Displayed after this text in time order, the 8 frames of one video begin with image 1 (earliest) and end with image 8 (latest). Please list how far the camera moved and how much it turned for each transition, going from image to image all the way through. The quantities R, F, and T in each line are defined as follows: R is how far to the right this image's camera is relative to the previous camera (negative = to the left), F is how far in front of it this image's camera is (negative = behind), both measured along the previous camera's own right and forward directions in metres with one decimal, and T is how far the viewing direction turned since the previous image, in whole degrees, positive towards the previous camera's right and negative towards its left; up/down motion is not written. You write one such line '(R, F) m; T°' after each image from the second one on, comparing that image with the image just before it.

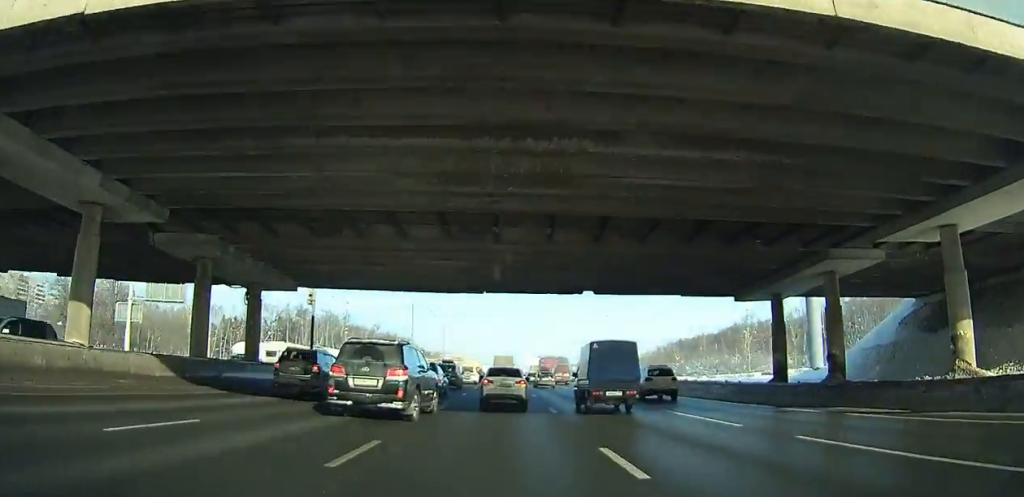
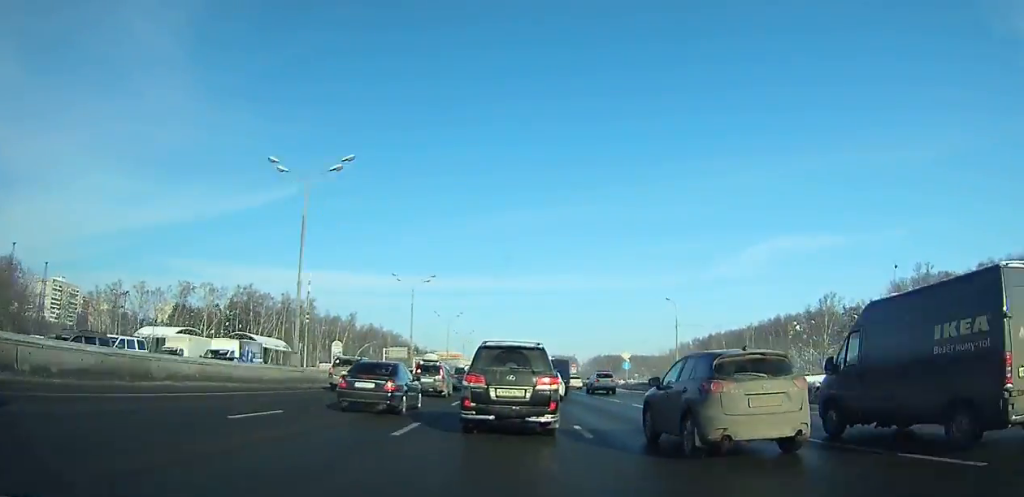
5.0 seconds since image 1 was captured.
(0.0, +37.1) m; 0°
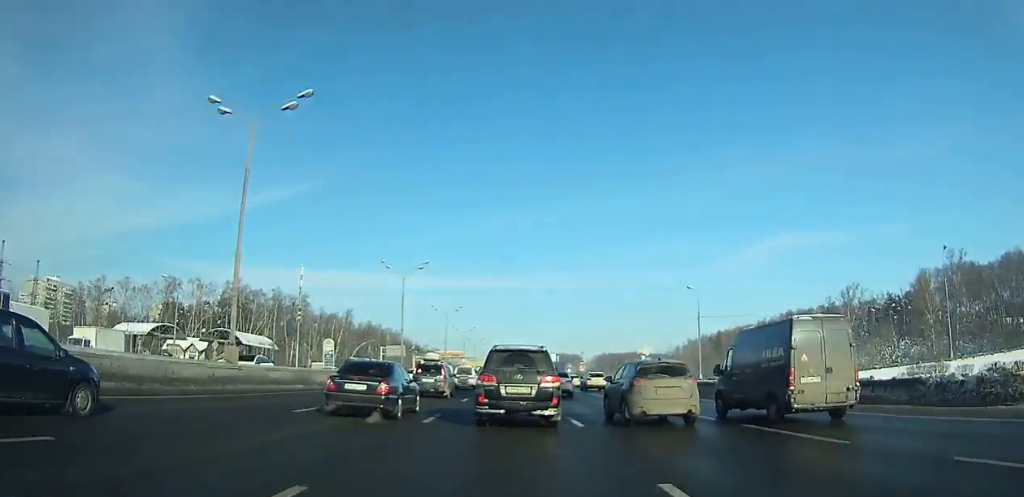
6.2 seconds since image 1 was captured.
(0.0, +9.1) m; 0°
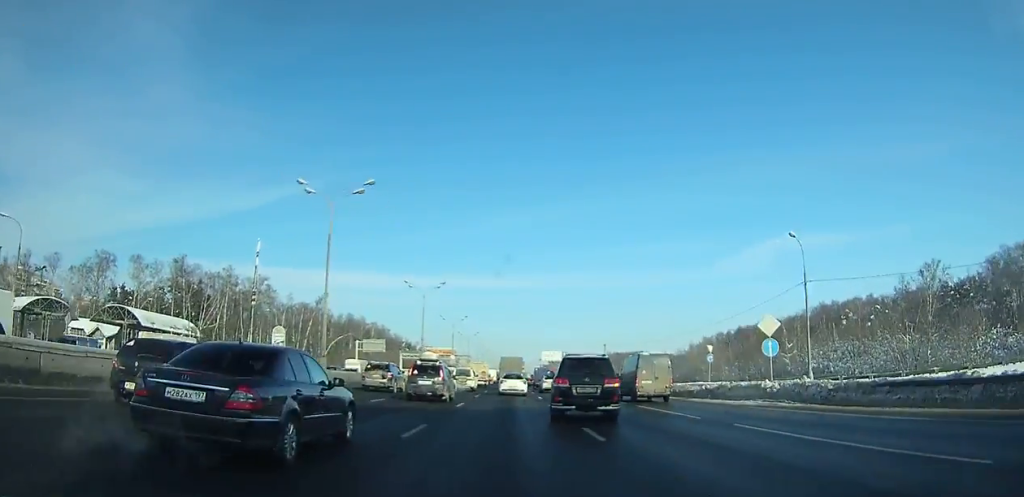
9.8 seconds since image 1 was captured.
(0.0, +27.5) m; 0°
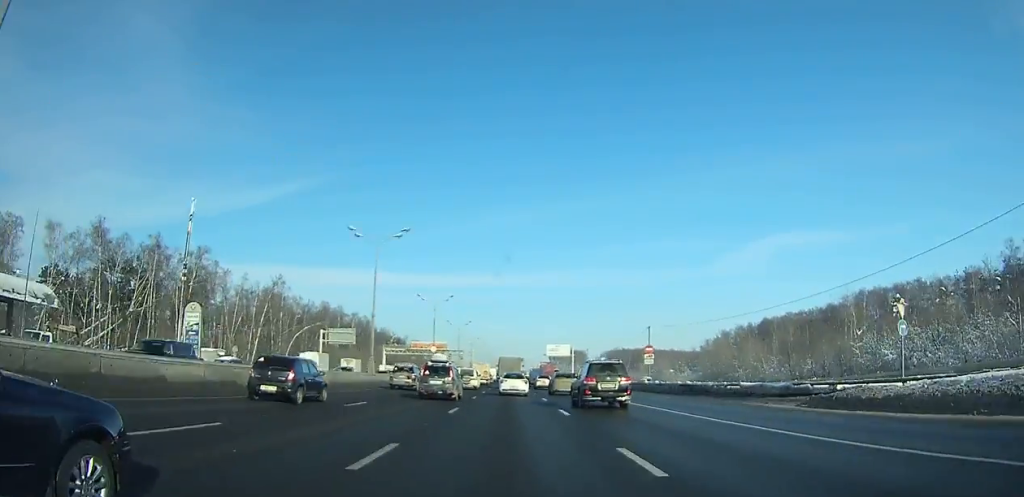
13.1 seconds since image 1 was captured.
(0.0, +25.6) m; 0°
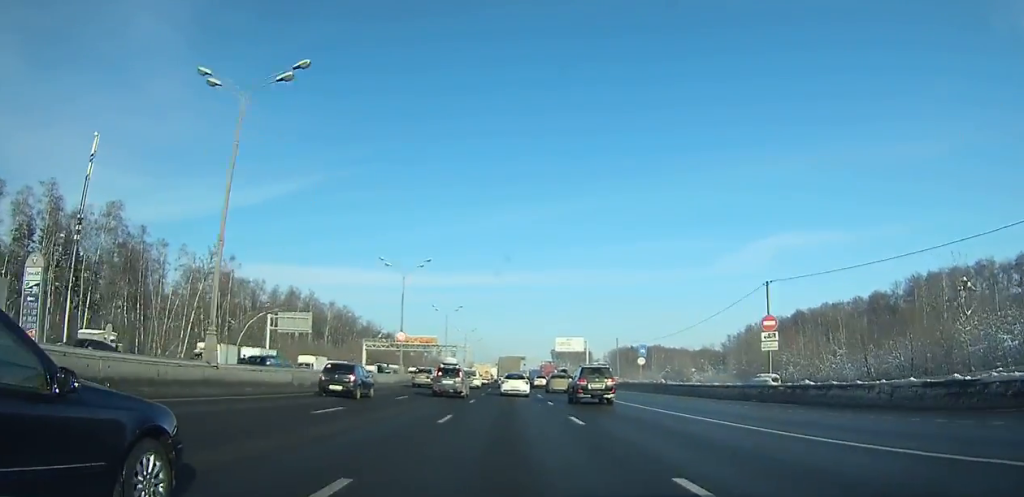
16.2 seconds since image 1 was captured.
(0.0, +24.3) m; 0°
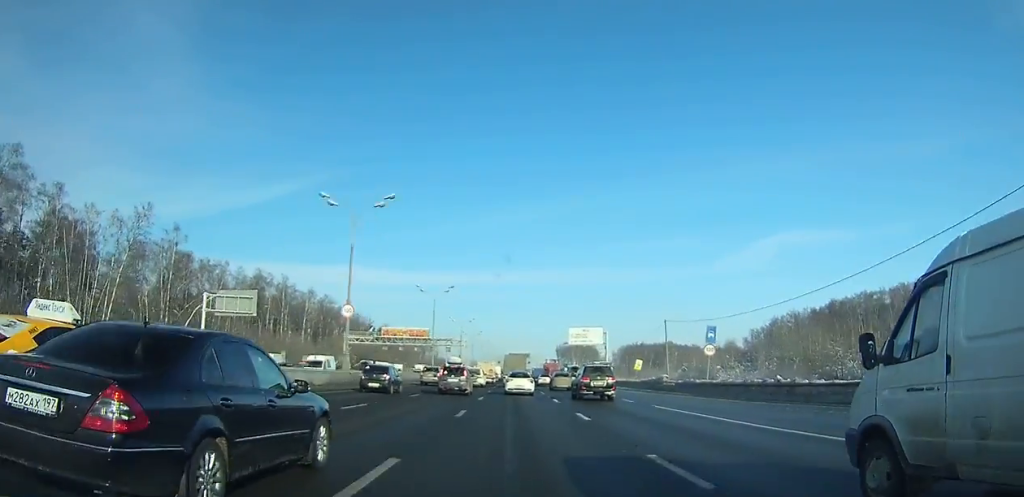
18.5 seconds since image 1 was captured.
(0.0, +18.2) m; 0°
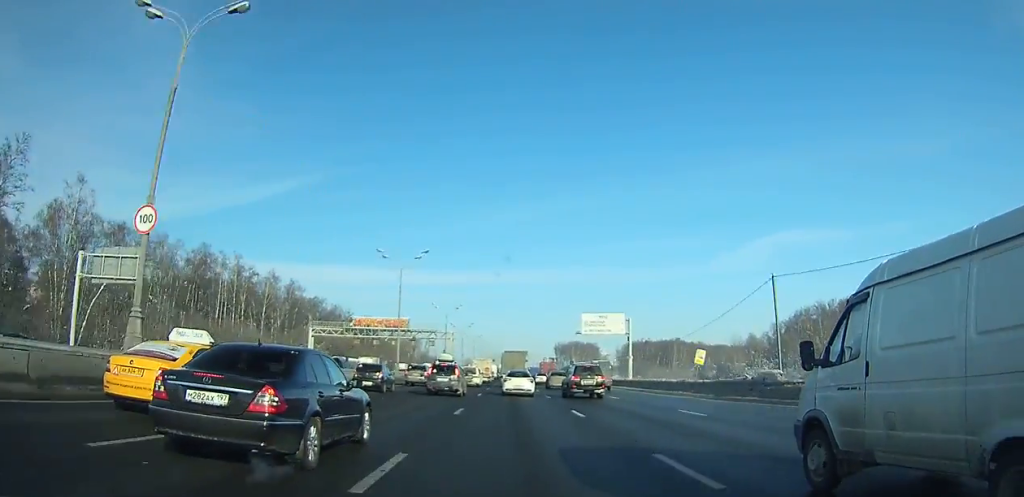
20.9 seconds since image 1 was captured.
(0.0, +19.1) m; 0°
